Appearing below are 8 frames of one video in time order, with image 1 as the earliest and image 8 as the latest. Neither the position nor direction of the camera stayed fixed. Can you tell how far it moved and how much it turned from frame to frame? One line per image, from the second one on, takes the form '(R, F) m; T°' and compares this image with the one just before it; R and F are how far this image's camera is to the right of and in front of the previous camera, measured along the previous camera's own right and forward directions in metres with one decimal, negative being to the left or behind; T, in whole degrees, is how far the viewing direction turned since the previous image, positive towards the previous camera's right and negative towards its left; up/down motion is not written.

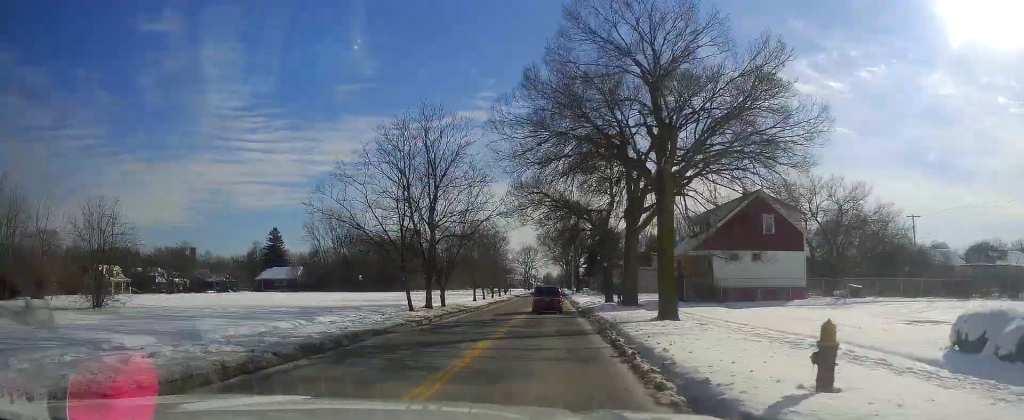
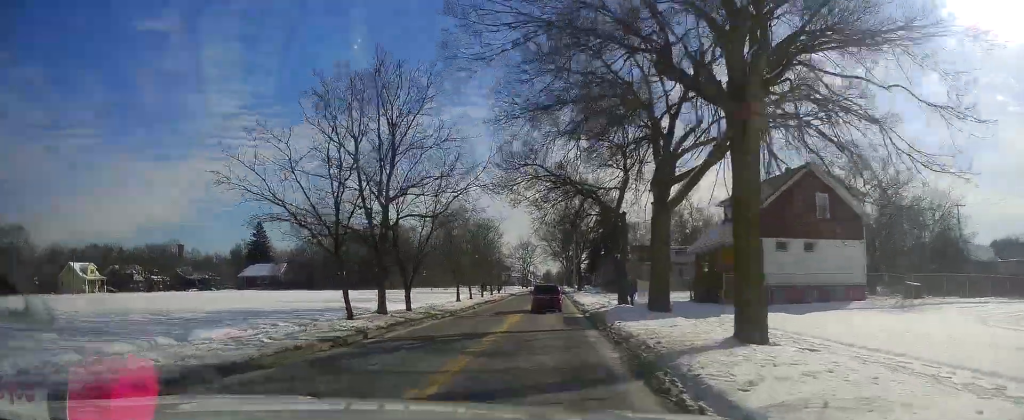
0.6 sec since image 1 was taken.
(+0.1, +10.3) m; 0°
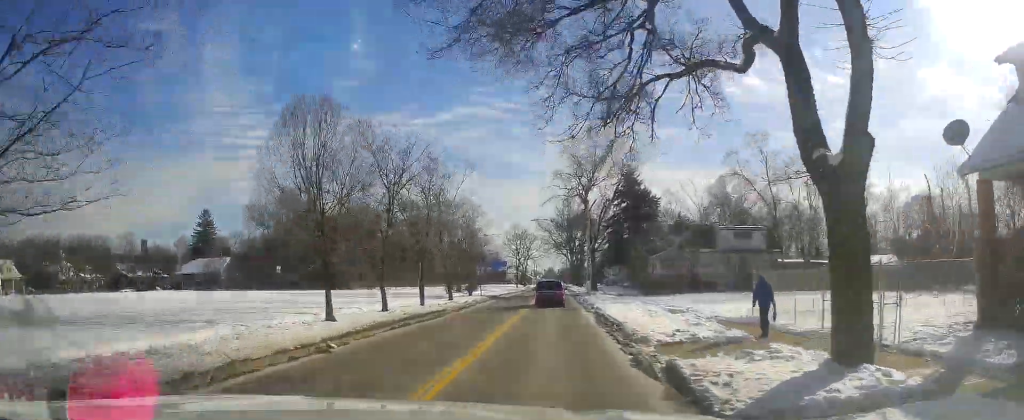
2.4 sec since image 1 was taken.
(-0.3, +30.7) m; -2°
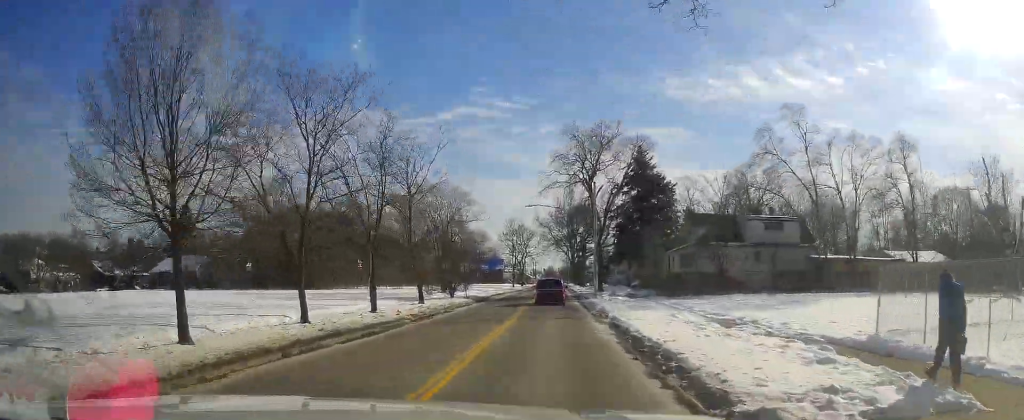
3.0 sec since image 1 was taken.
(0.0, +9.6) m; 0°
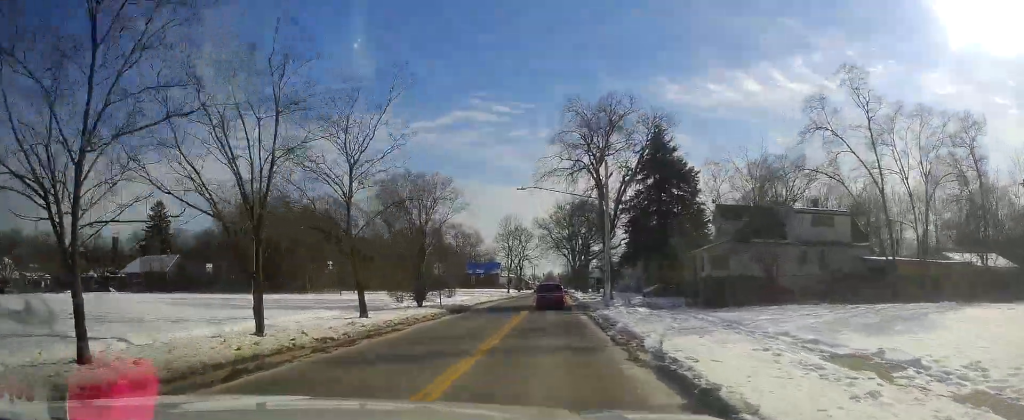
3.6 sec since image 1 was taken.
(0.0, +10.6) m; +1°
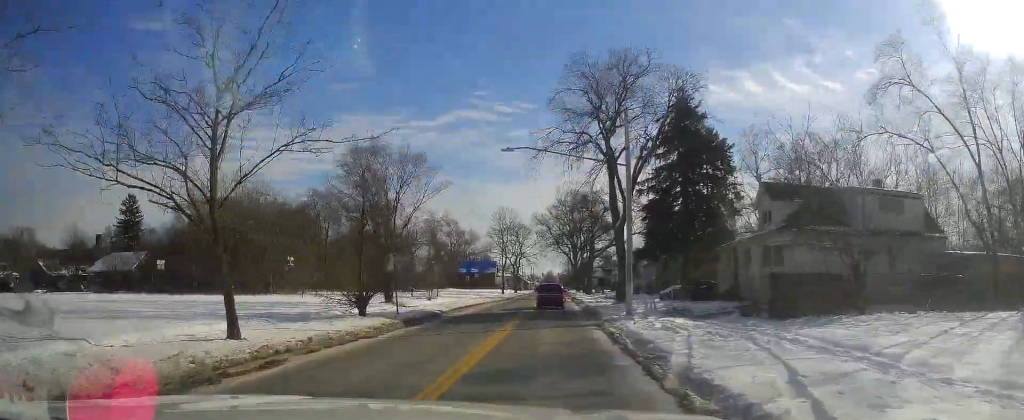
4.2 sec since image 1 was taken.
(-0.1, +10.5) m; +1°
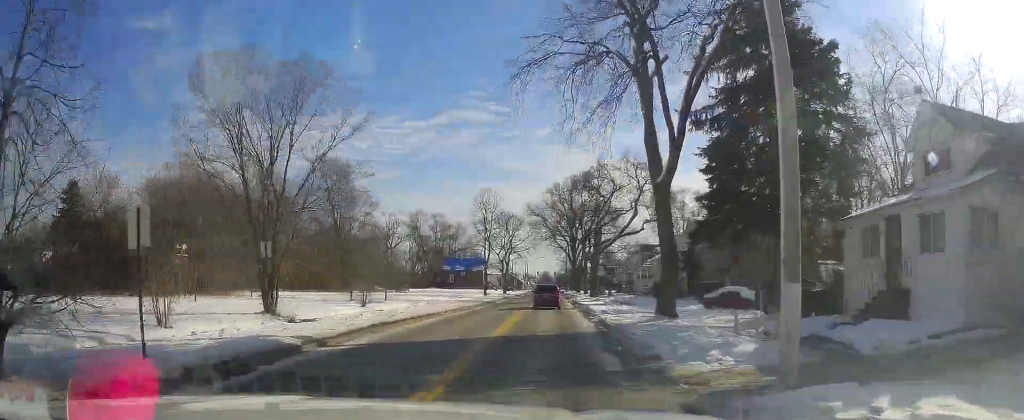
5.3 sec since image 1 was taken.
(+0.6, +17.9) m; +1°
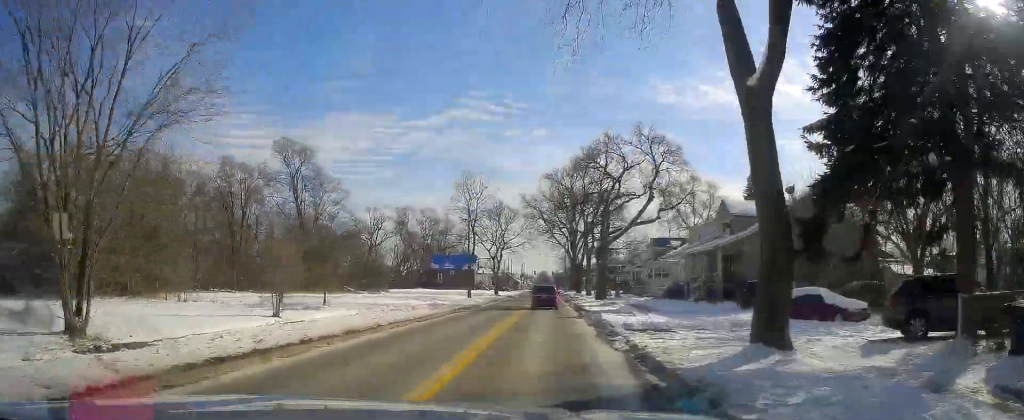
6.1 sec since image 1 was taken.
(-0.2, +11.7) m; -1°
